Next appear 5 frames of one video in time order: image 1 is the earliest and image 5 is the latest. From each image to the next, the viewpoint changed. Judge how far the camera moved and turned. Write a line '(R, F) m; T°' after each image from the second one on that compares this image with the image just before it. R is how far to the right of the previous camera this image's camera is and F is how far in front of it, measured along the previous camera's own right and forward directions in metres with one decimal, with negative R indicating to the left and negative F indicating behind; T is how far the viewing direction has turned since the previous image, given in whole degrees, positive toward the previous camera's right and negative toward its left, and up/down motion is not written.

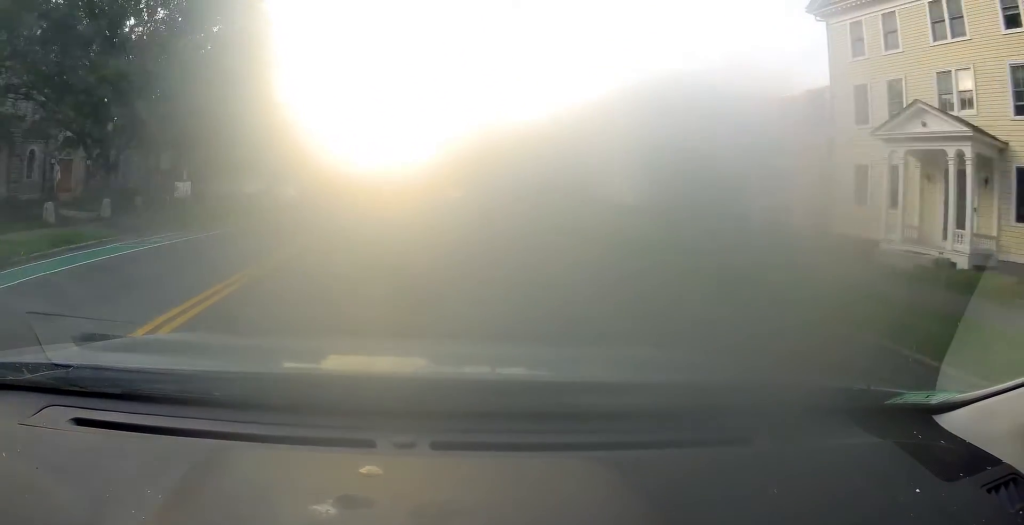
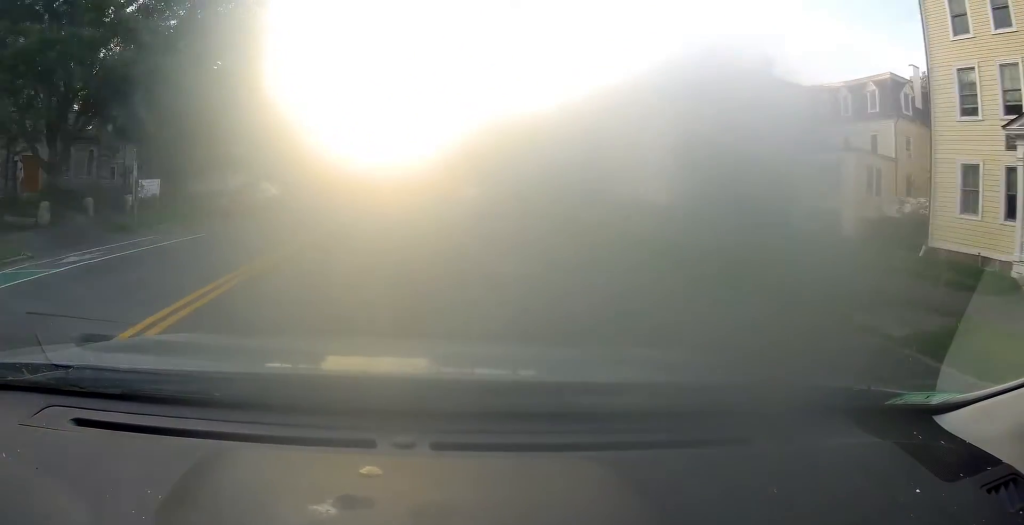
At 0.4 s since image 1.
(+0.1, +5.0) m; +1°
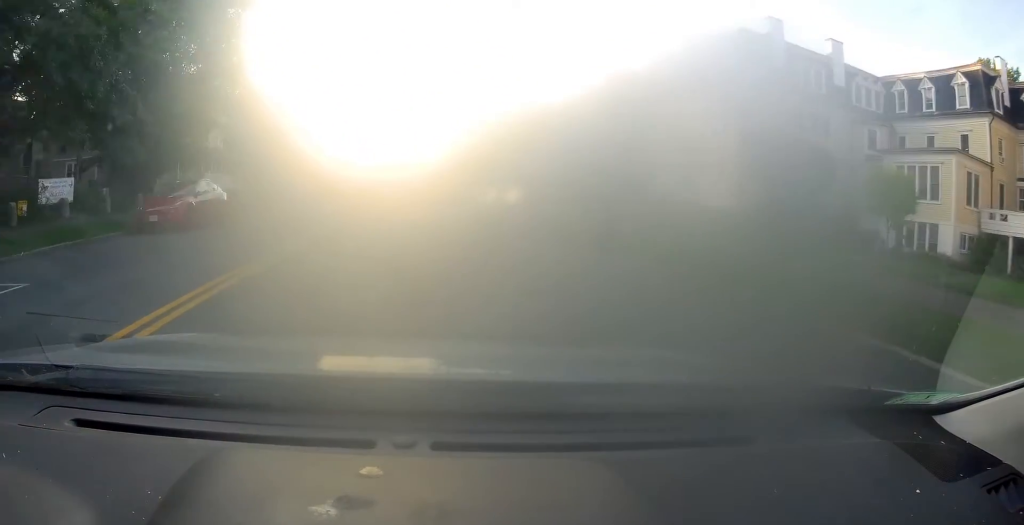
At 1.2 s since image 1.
(+0.1, +8.9) m; +2°
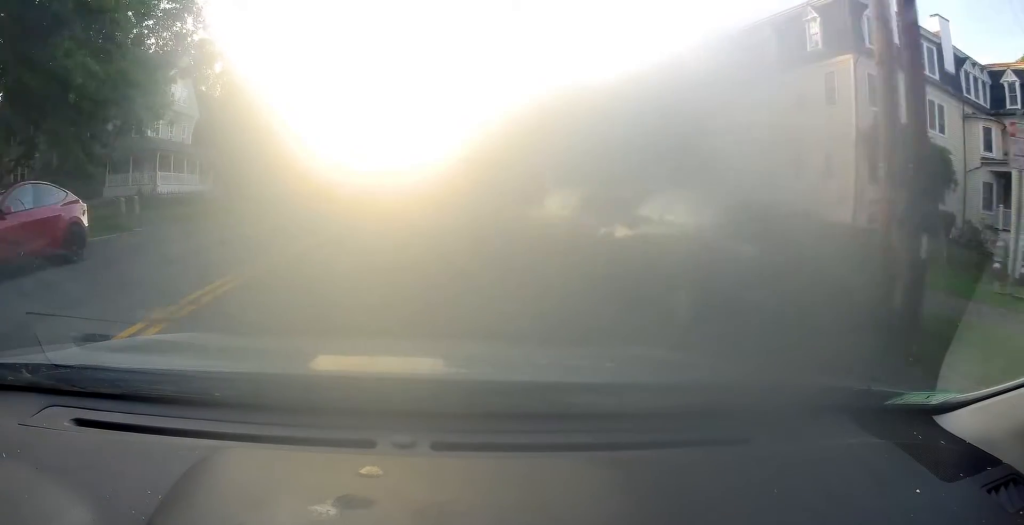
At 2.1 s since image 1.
(+0.2, +10.4) m; +1°
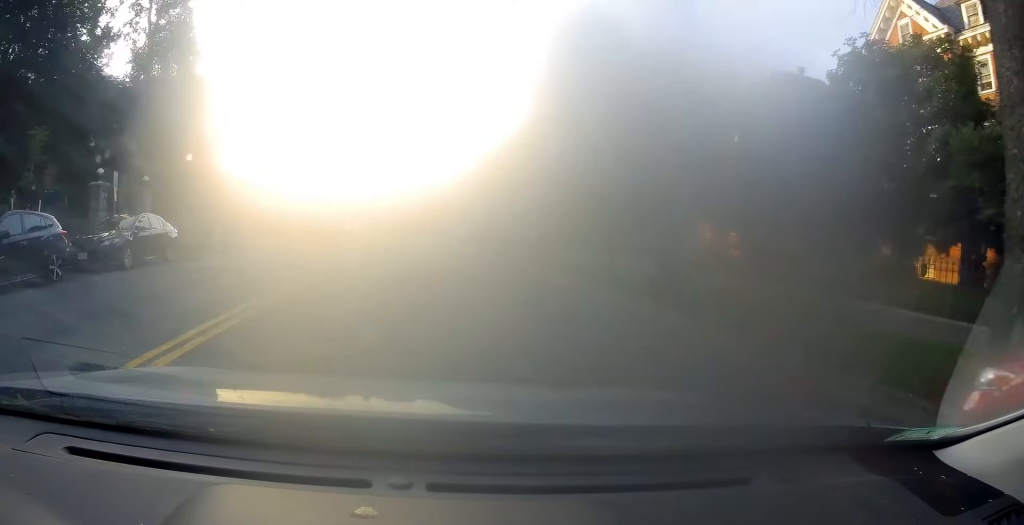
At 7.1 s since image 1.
(-1.9, +53.1) m; -2°
